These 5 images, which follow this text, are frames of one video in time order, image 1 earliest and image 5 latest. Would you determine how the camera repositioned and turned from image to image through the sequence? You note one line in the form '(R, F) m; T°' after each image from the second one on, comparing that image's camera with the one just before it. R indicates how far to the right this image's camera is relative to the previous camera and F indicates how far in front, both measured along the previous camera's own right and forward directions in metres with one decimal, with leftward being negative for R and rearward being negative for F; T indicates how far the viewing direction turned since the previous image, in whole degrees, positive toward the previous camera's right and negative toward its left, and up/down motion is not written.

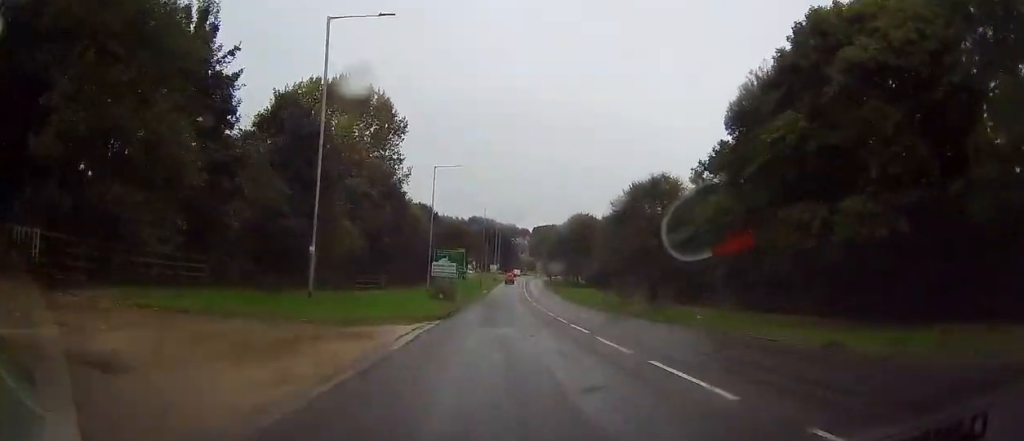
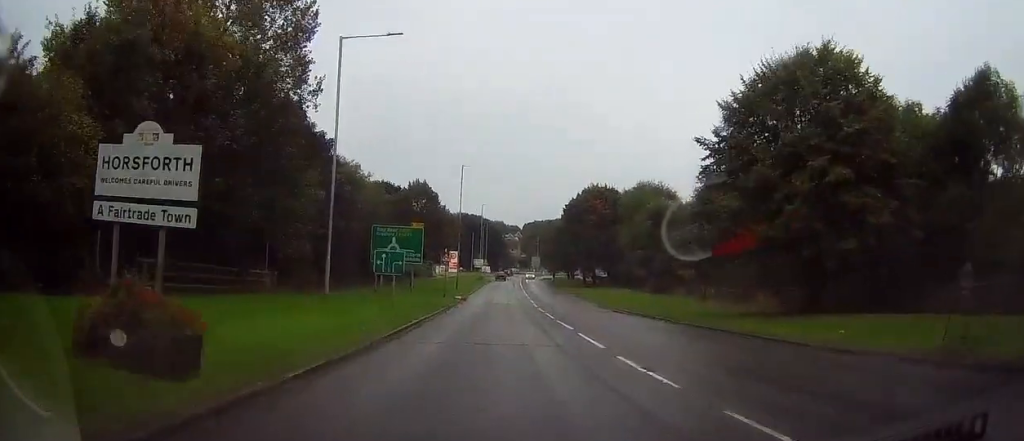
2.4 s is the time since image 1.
(0.0, +34.9) m; 0°
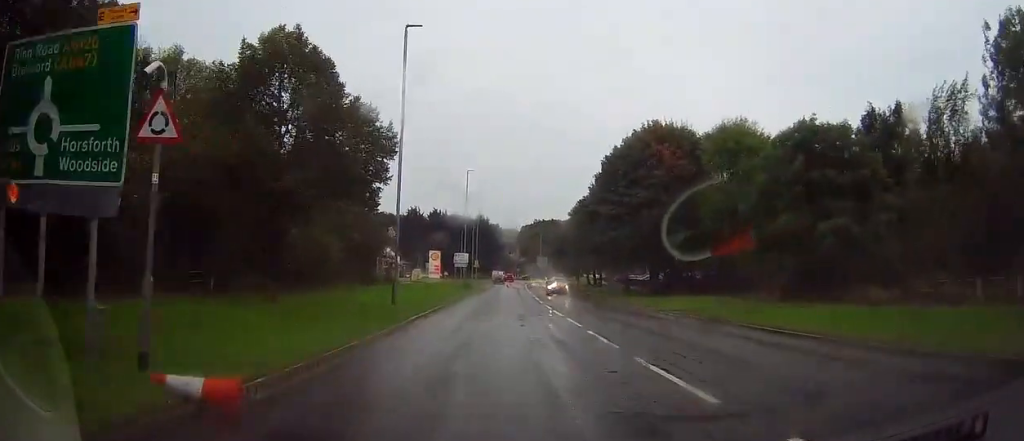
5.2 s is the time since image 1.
(+1.0, +38.7) m; +1°
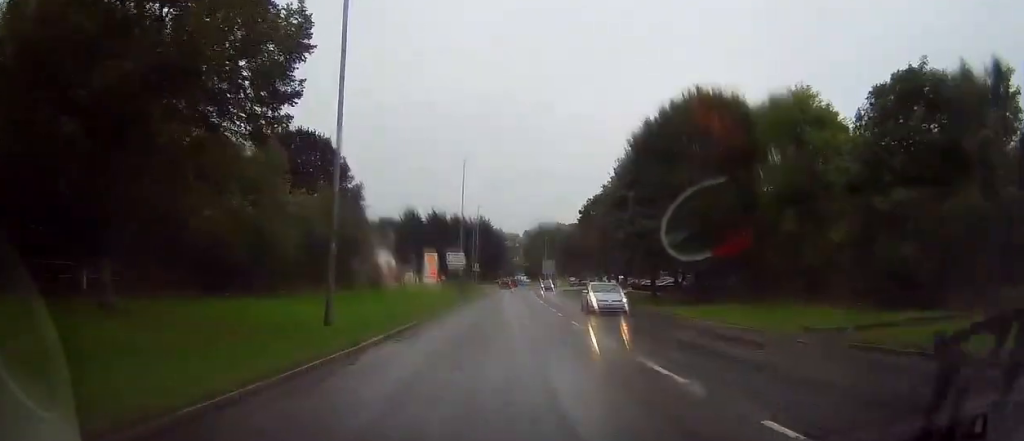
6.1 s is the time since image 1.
(+0.1, +11.3) m; 0°
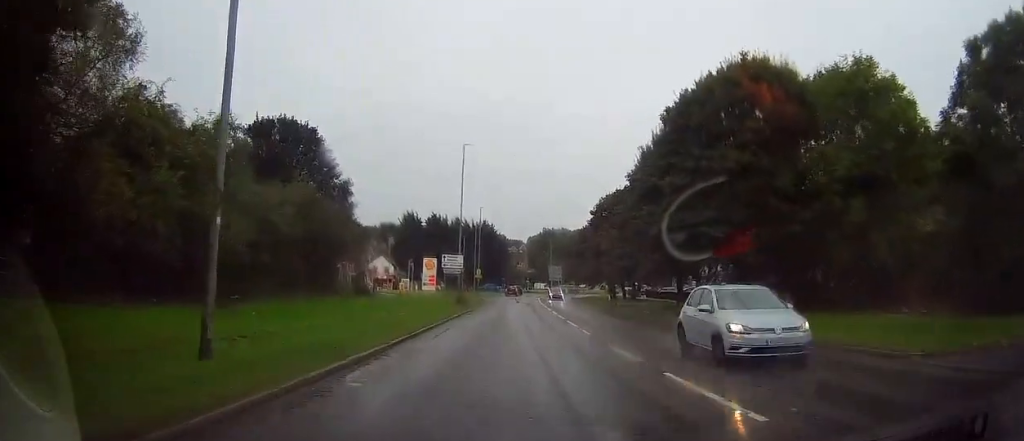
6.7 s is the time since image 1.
(0.0, +7.6) m; 0°
